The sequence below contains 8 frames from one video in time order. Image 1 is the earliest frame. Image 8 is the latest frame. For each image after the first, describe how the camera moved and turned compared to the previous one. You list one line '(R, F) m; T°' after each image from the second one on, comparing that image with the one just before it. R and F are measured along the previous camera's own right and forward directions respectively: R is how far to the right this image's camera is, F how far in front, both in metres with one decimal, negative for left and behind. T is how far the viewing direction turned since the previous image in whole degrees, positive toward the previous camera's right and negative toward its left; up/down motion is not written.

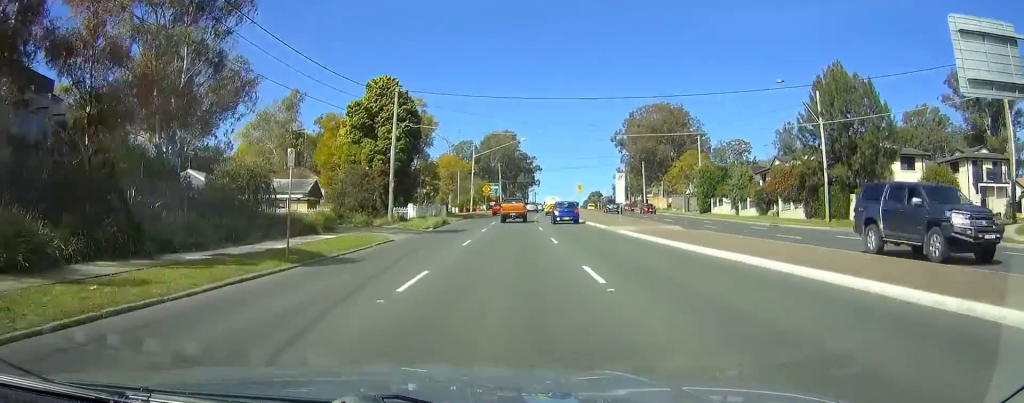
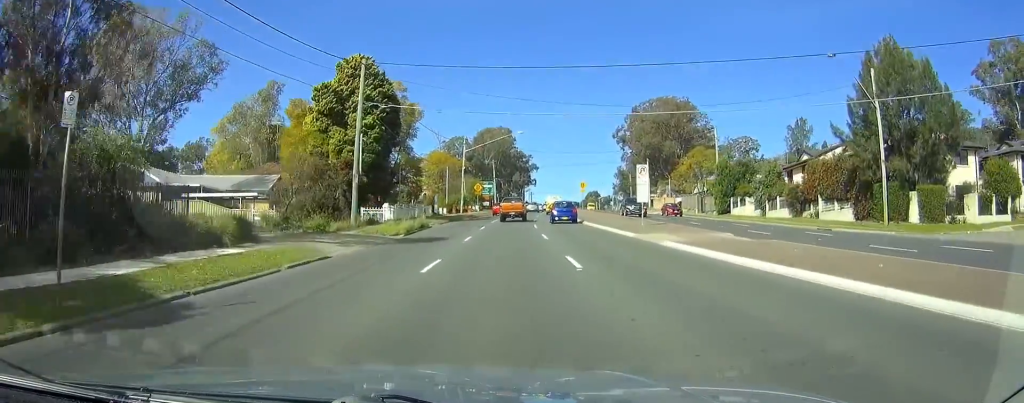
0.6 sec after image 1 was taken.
(0.0, +9.5) m; 0°
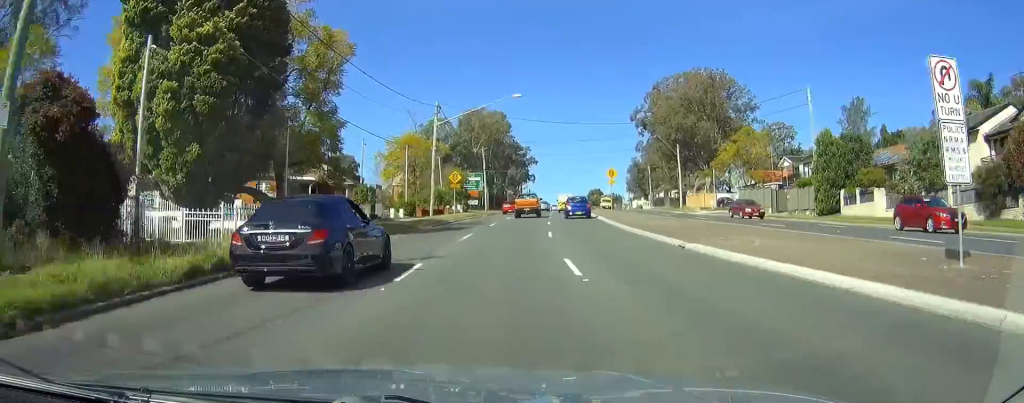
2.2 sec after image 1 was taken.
(+0.1, +26.9) m; +1°
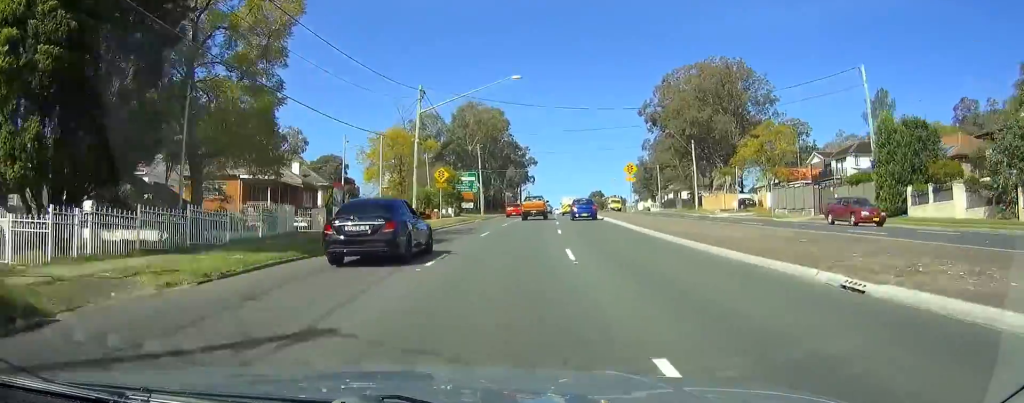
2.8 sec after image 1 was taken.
(+0.1, +9.5) m; +1°
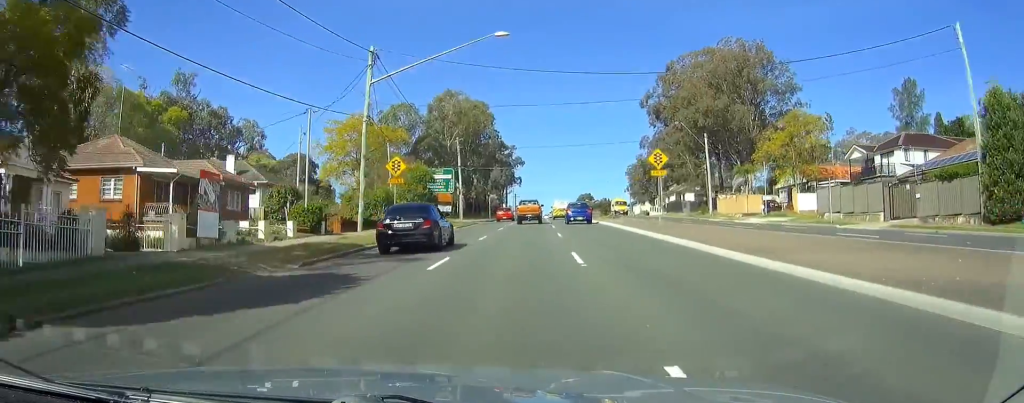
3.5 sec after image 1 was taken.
(+0.2, +12.3) m; +1°
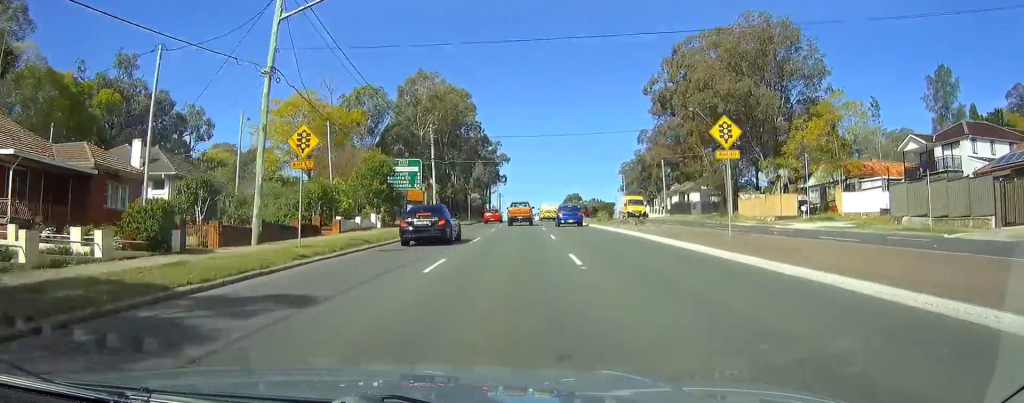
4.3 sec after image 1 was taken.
(0.0, +12.9) m; 0°
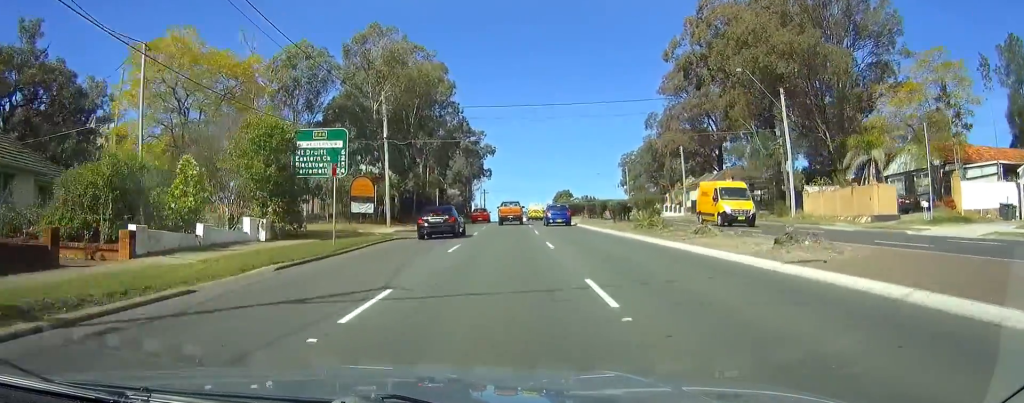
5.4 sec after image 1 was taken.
(0.0, +18.3) m; +1°
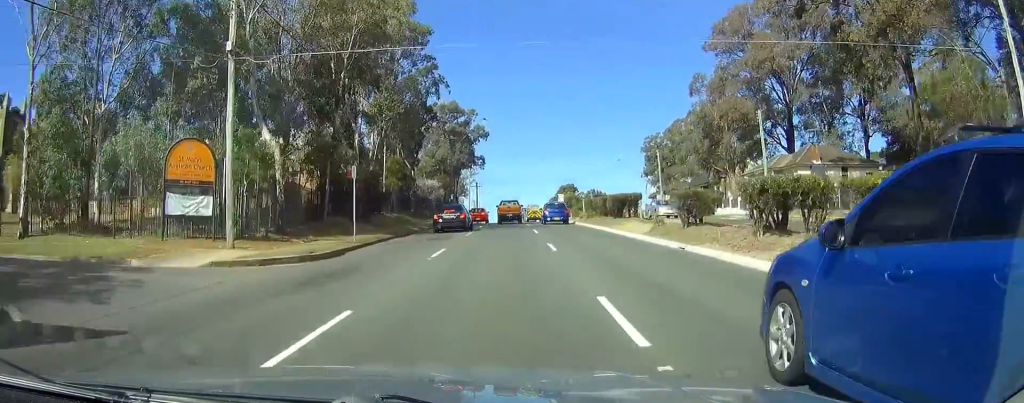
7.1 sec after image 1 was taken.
(+0.2, +27.2) m; 0°
